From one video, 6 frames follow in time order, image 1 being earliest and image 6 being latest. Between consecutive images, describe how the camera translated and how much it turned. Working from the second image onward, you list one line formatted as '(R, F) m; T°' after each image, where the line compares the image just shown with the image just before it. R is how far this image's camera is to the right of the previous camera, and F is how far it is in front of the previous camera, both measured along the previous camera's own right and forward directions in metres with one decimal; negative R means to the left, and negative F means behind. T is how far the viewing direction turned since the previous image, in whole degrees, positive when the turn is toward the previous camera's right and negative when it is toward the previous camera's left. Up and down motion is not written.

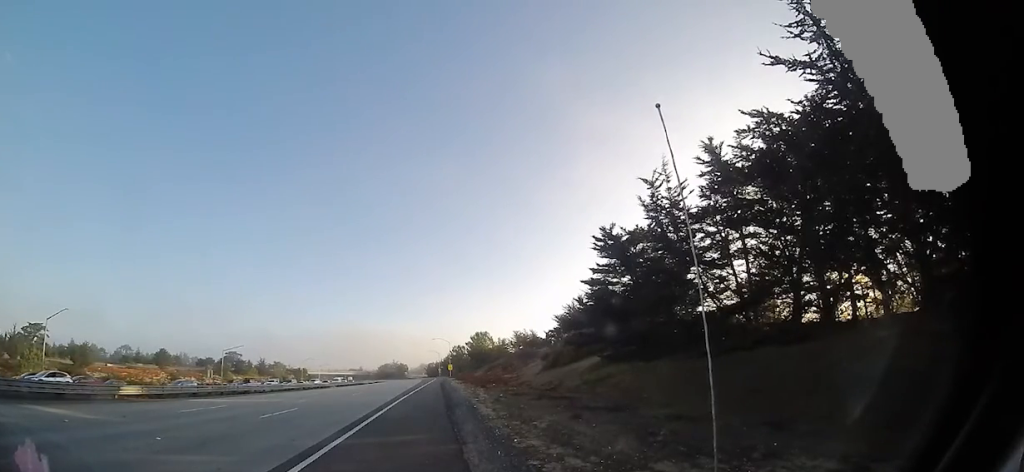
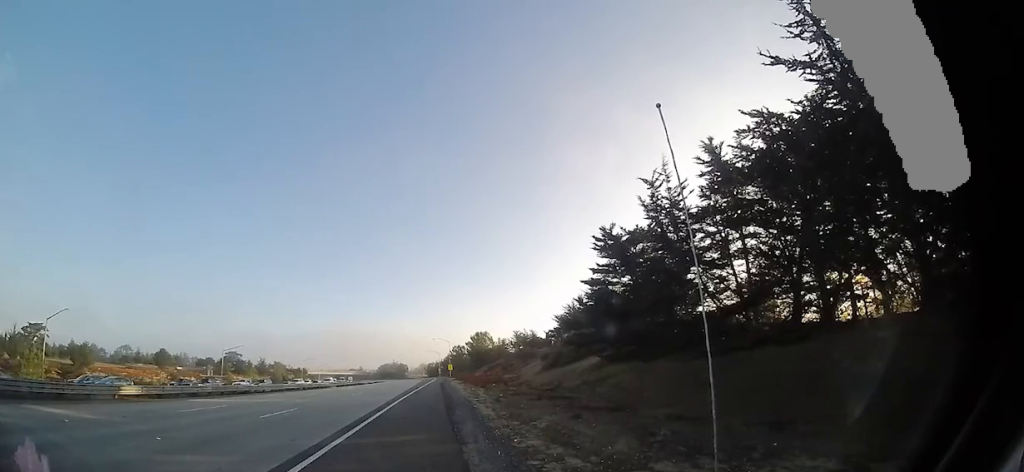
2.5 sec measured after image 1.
(0.0, 0.0) m; 0°
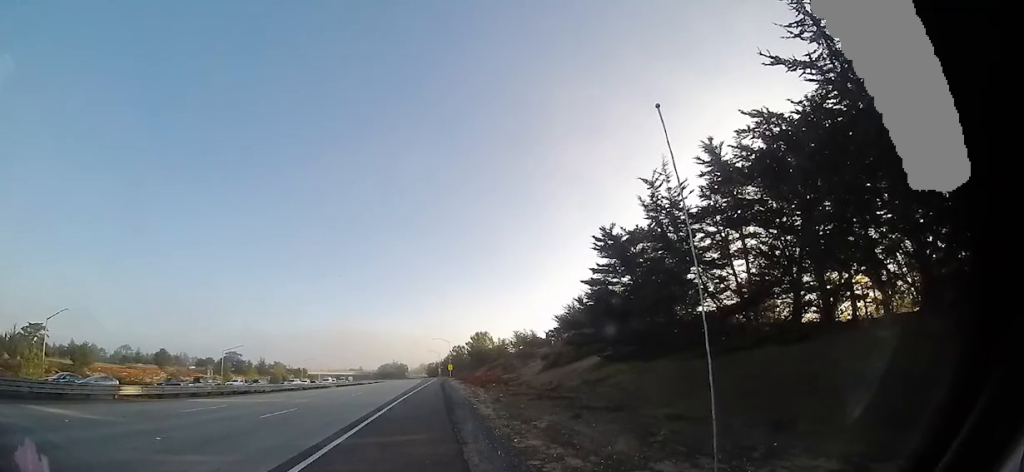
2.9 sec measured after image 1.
(0.0, 0.0) m; 0°
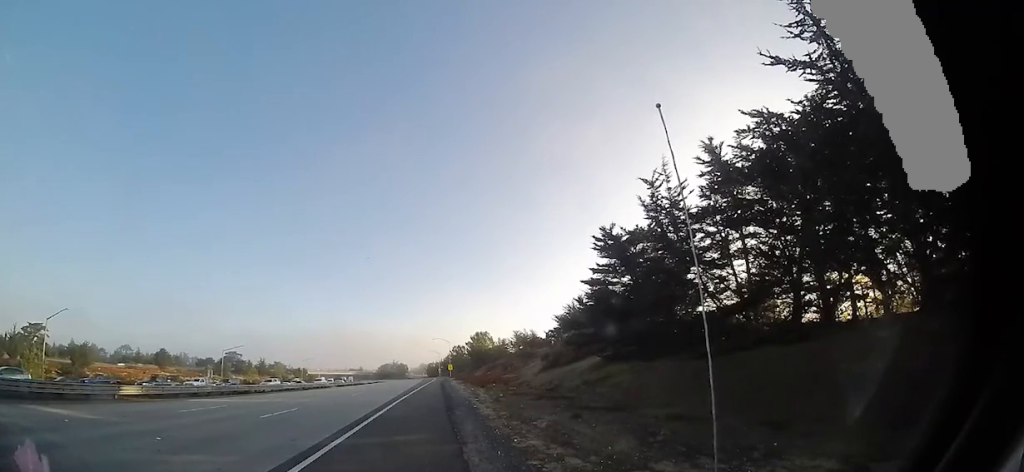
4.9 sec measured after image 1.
(0.0, 0.0) m; 0°
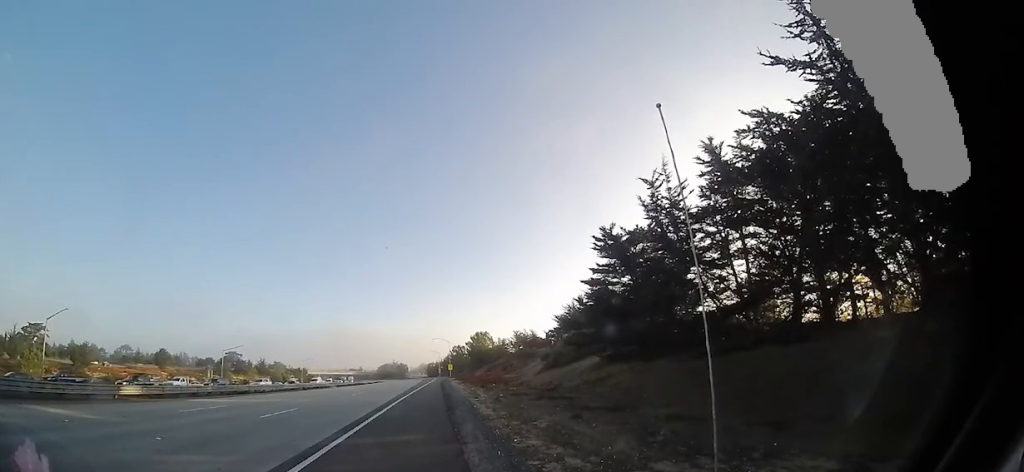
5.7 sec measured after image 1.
(0.0, 0.0) m; 0°
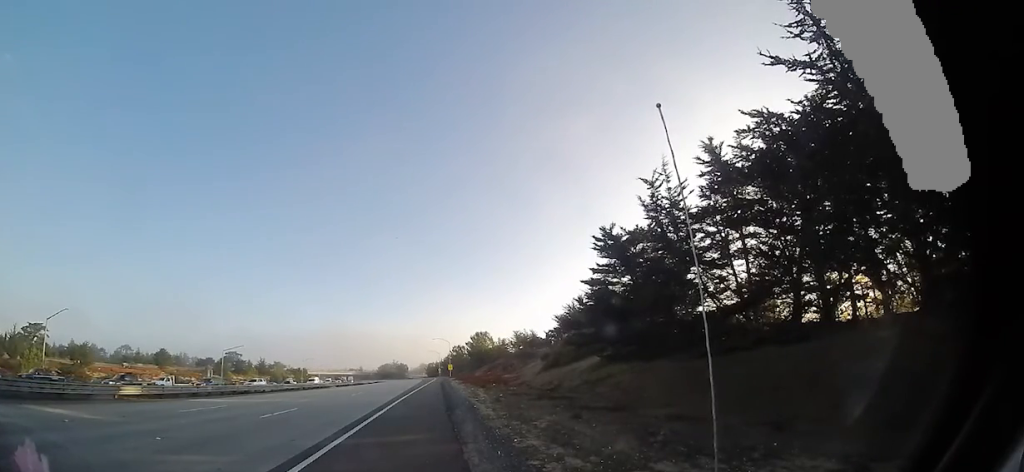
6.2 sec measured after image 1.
(0.0, 0.0) m; 0°
